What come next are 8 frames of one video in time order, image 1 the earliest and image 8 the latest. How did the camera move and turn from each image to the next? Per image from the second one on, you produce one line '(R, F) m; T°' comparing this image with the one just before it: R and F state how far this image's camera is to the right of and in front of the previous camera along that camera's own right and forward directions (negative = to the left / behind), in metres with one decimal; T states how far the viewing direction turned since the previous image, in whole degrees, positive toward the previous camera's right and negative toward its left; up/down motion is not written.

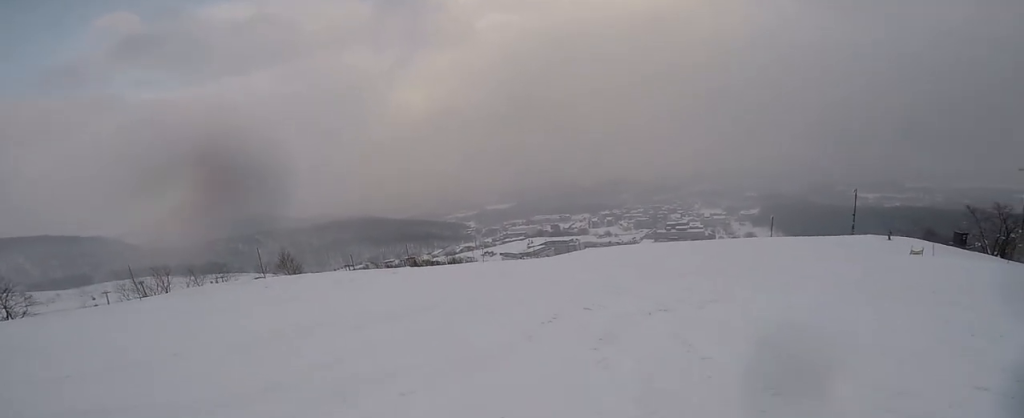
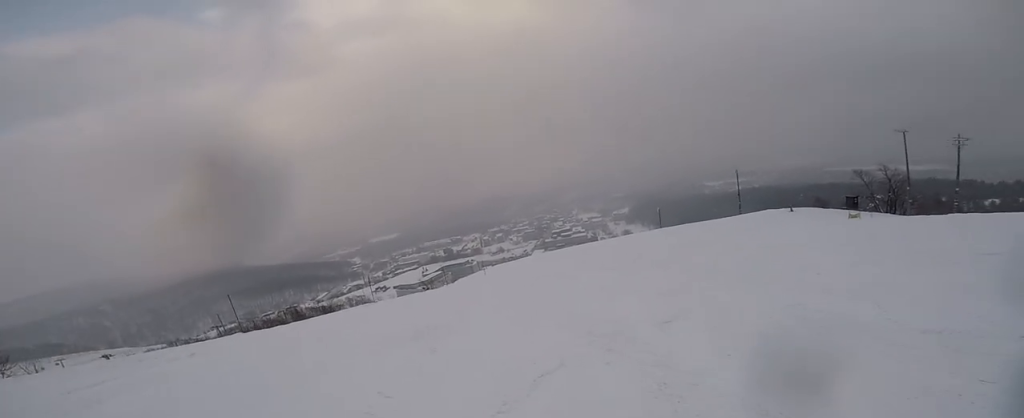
(-1.6, +11.1) m; +7°
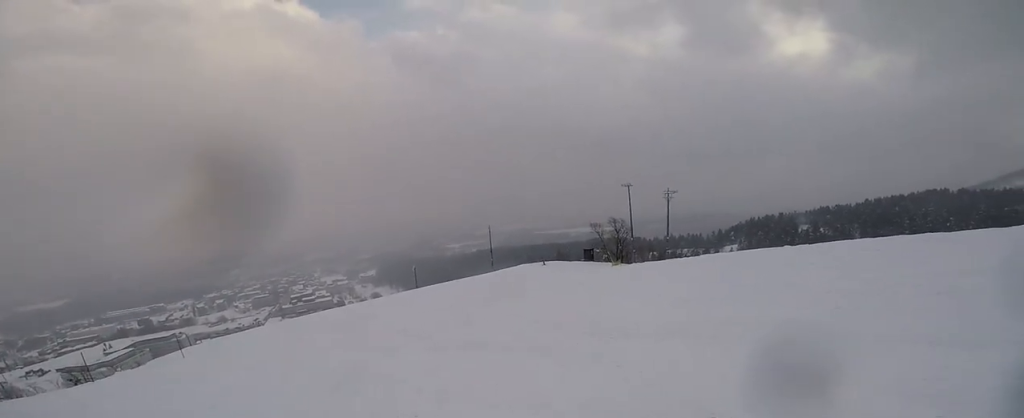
(+2.3, +8.7) m; +29°
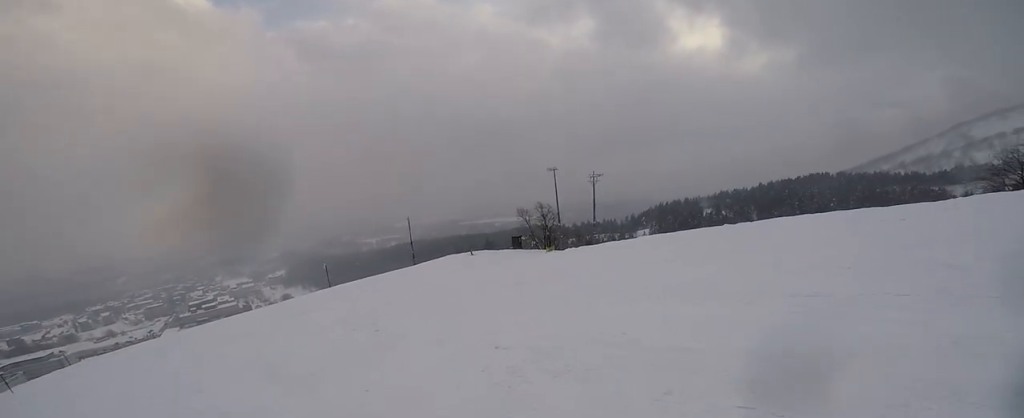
(+0.6, +3.8) m; +17°
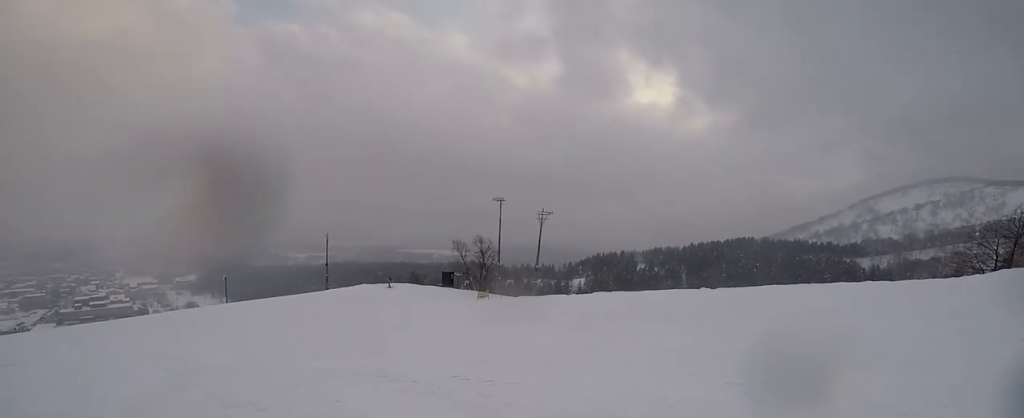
(+2.4, +8.0) m; +24°
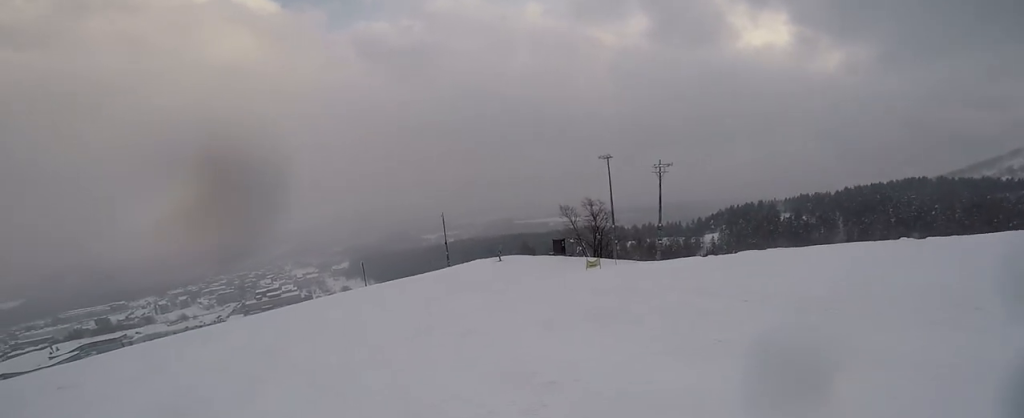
(+0.2, +4.6) m; -3°
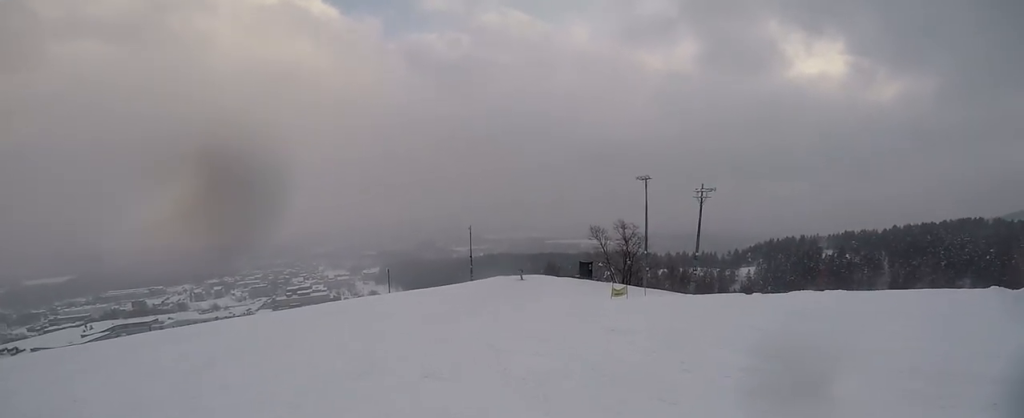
(-0.3, +2.5) m; -10°
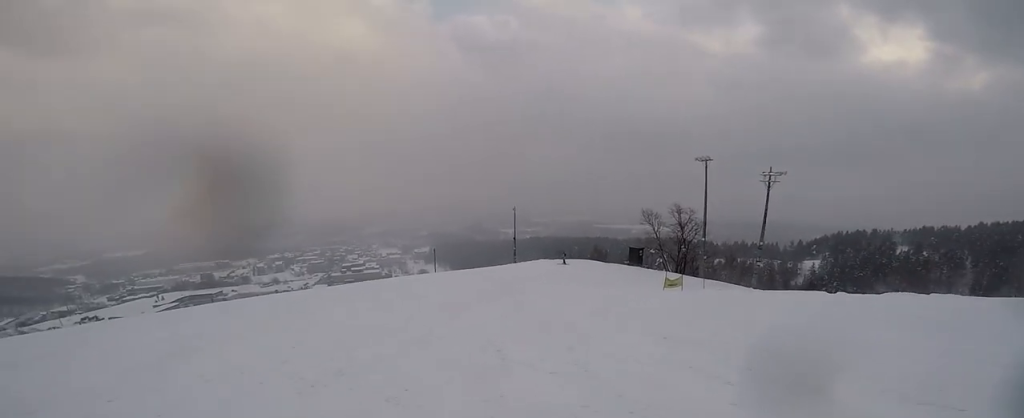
(+0.1, +2.3) m; -9°
